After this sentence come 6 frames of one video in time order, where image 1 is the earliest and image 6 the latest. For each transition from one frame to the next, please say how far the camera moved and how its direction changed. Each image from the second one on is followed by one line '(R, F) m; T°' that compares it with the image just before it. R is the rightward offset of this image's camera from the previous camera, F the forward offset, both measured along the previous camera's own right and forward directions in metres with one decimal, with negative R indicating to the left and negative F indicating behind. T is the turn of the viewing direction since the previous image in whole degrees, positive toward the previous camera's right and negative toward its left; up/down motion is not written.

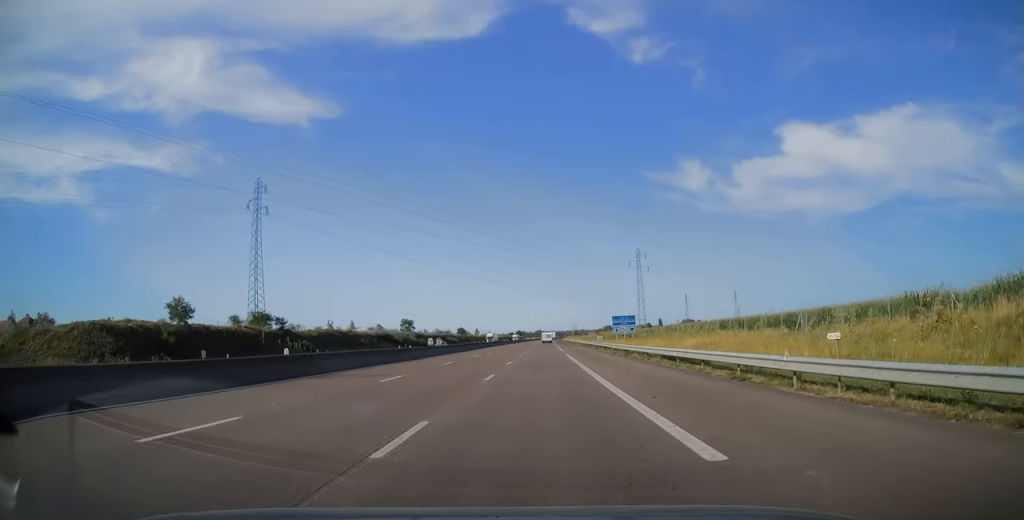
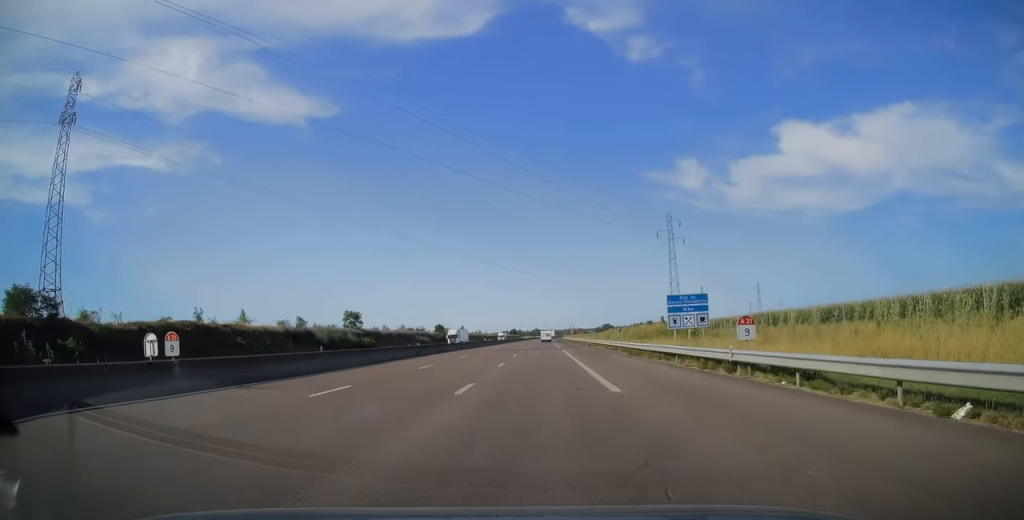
(+0.1, +44.3) m; +1°
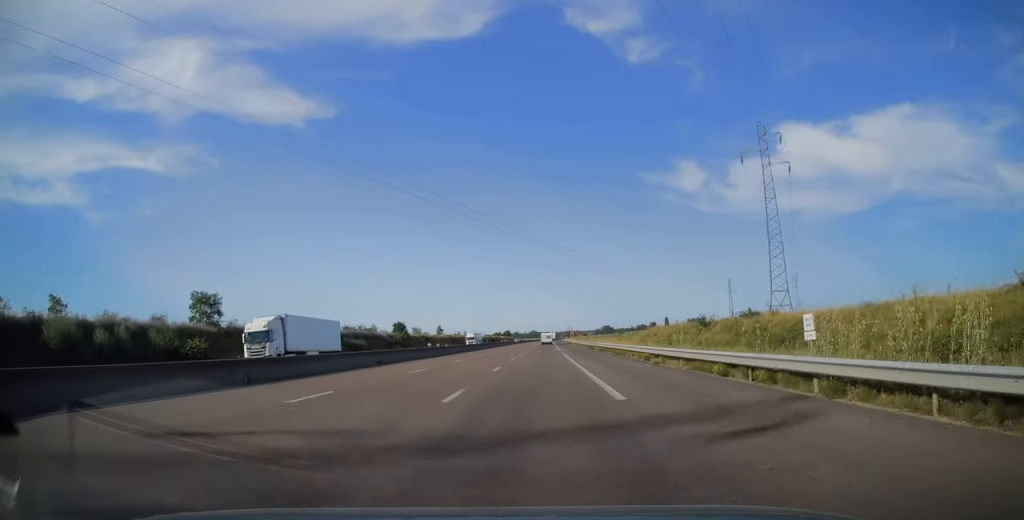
(0.0, +53.1) m; 0°
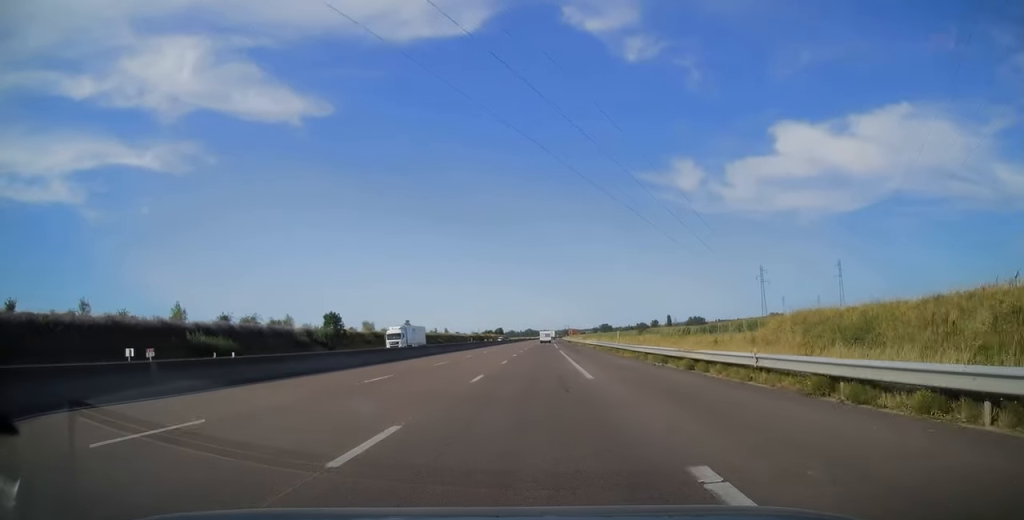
(+0.1, +45.4) m; 0°
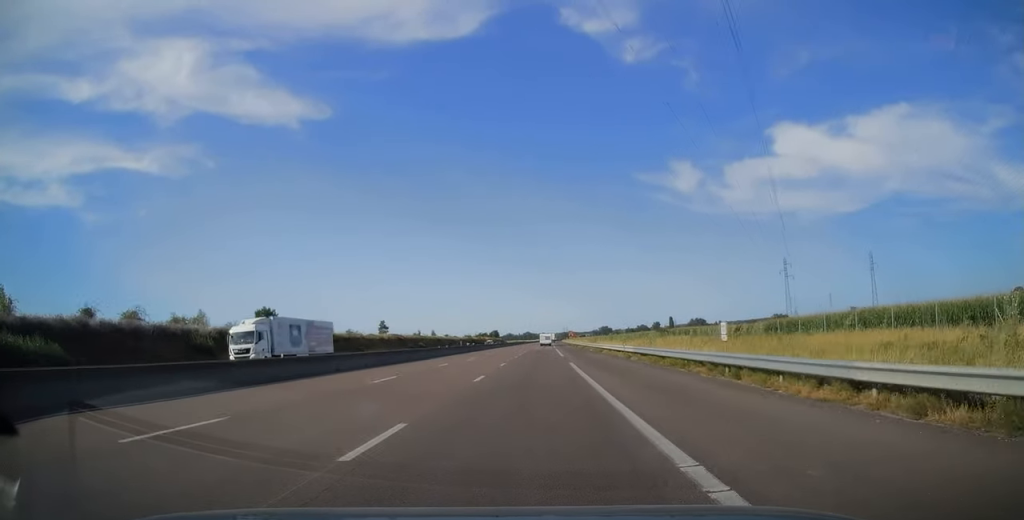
(+0.1, +25.2) m; 0°
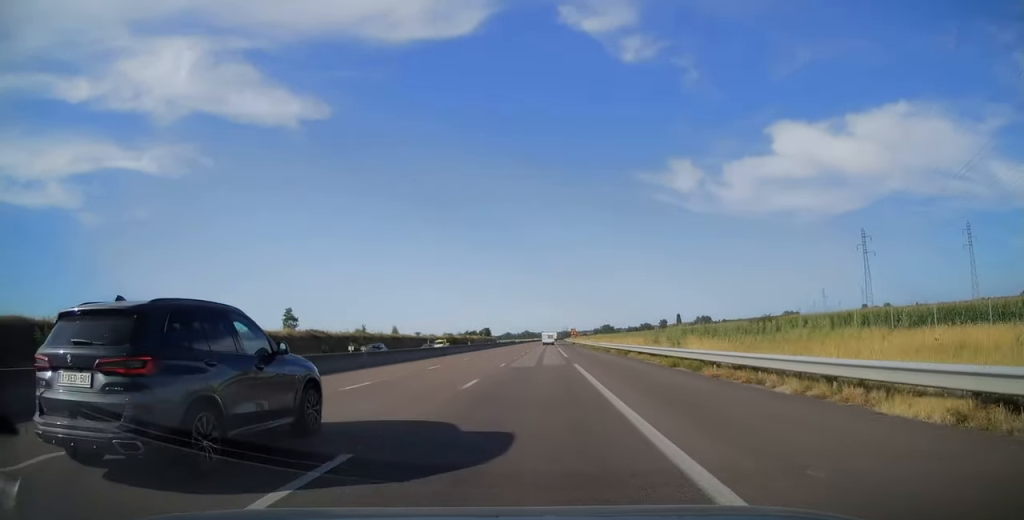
(+0.1, +54.6) m; 0°
